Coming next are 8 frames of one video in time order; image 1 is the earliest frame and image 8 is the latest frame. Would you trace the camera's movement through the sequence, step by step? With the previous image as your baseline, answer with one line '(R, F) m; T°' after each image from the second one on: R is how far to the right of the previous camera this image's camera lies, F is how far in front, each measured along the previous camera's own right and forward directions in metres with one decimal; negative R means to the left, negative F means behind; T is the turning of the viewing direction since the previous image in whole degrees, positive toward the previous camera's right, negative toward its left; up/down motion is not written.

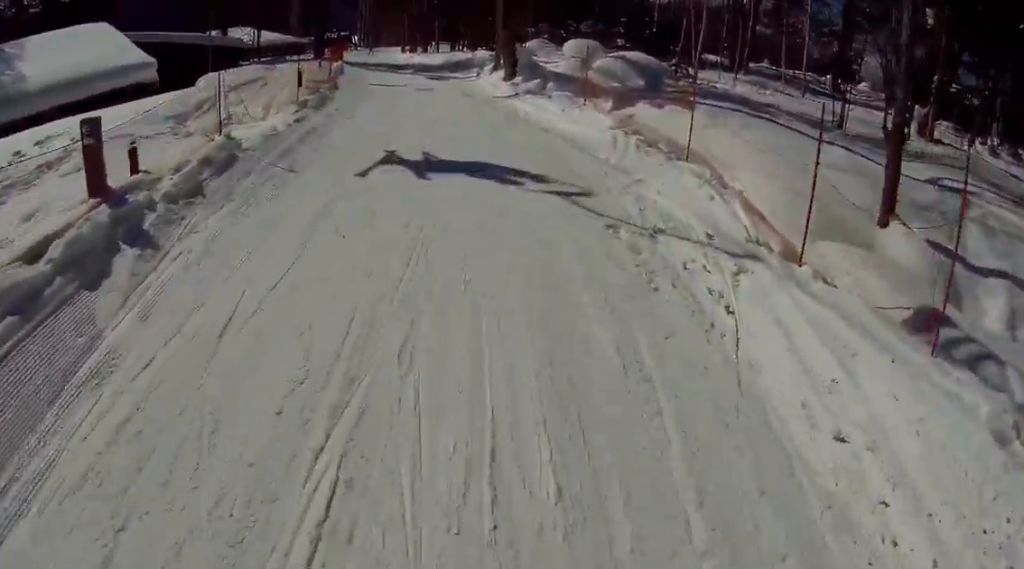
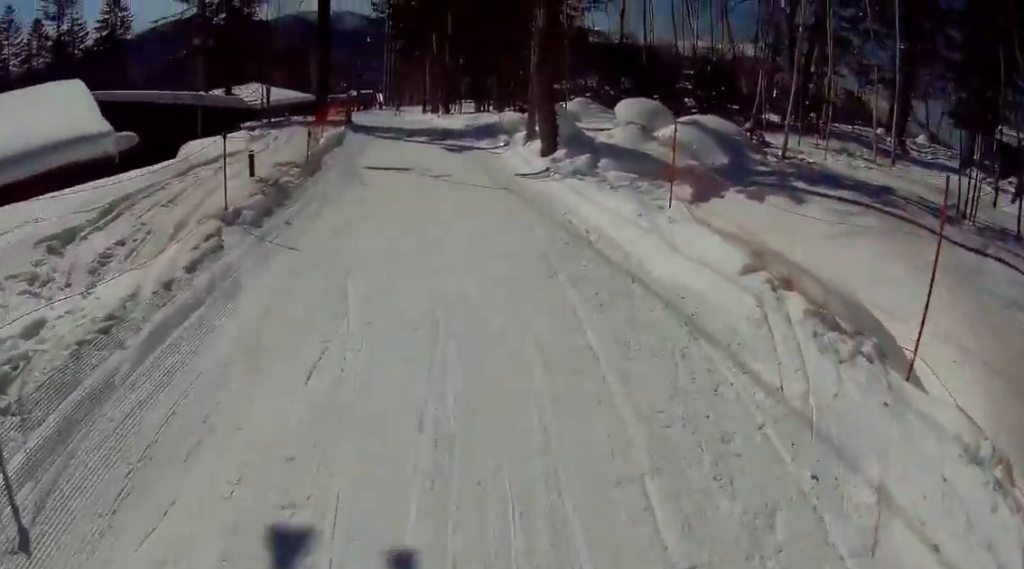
(-0.2, +5.0) m; -2°
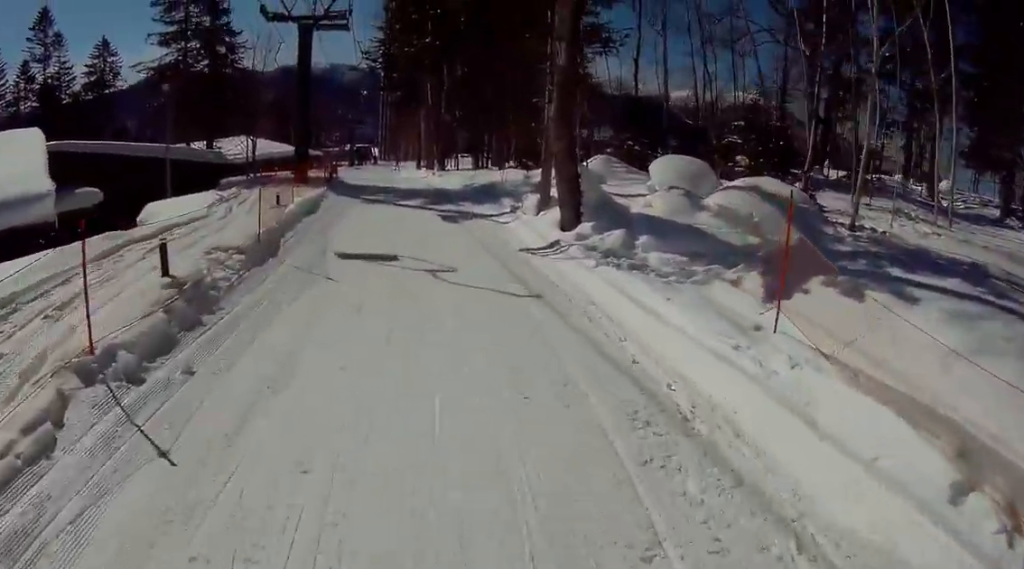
(-0.1, +3.5) m; -1°
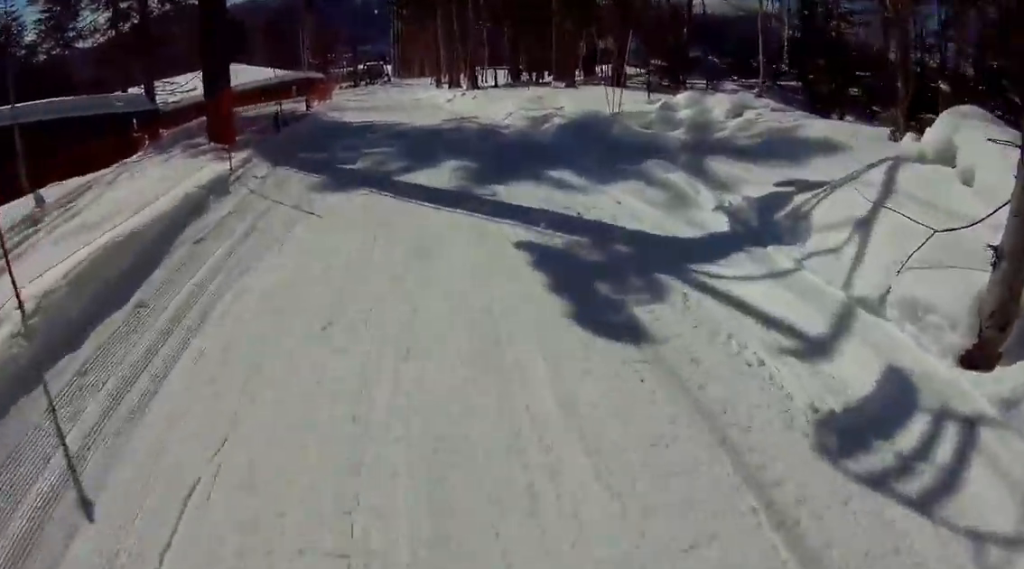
(-1.1, +11.5) m; -6°
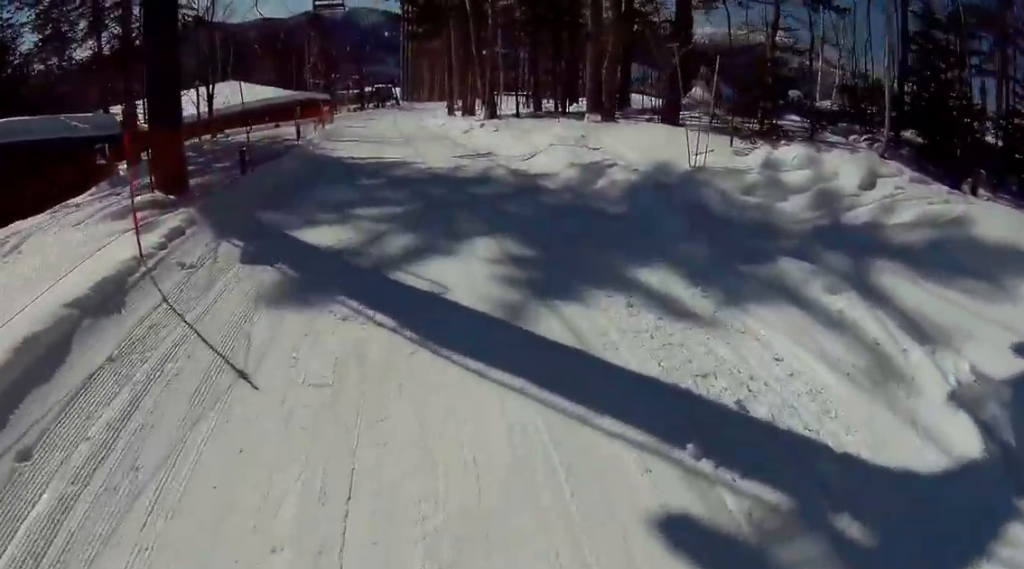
(-0.1, +3.3) m; 0°
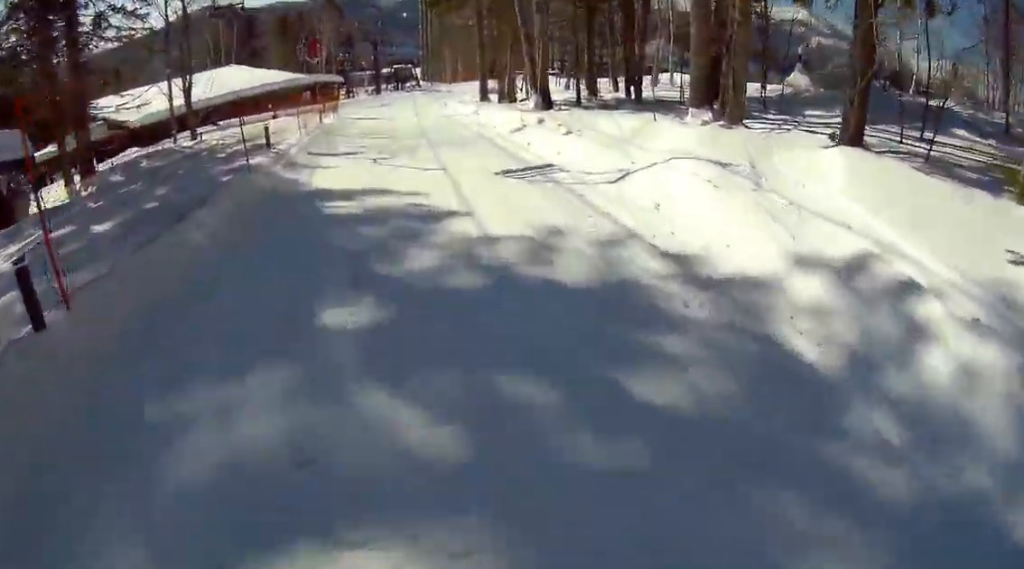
(+0.7, +6.1) m; -2°
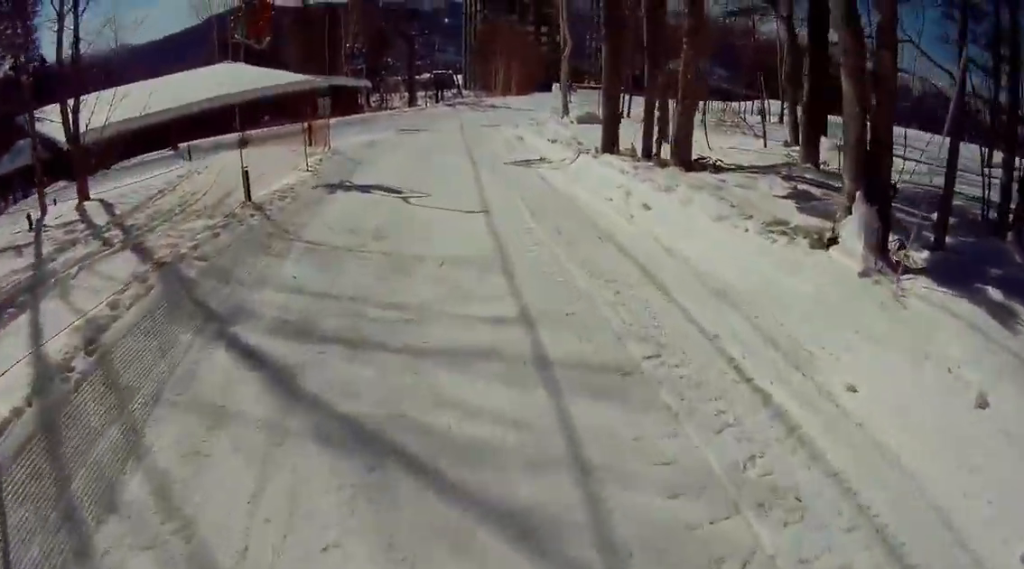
(-1.8, +12.3) m; -7°
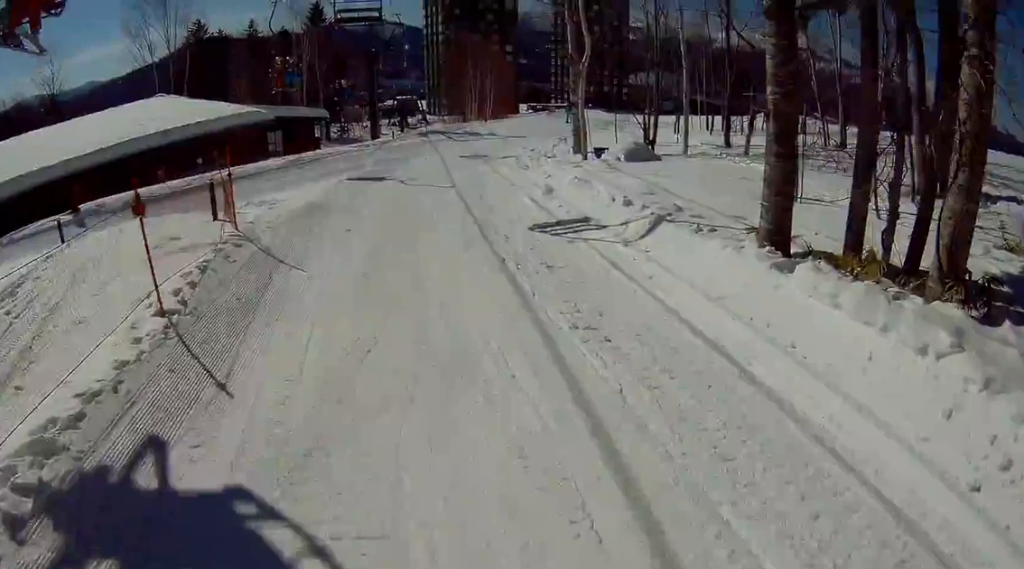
(+0.3, +6.6) m; +8°
